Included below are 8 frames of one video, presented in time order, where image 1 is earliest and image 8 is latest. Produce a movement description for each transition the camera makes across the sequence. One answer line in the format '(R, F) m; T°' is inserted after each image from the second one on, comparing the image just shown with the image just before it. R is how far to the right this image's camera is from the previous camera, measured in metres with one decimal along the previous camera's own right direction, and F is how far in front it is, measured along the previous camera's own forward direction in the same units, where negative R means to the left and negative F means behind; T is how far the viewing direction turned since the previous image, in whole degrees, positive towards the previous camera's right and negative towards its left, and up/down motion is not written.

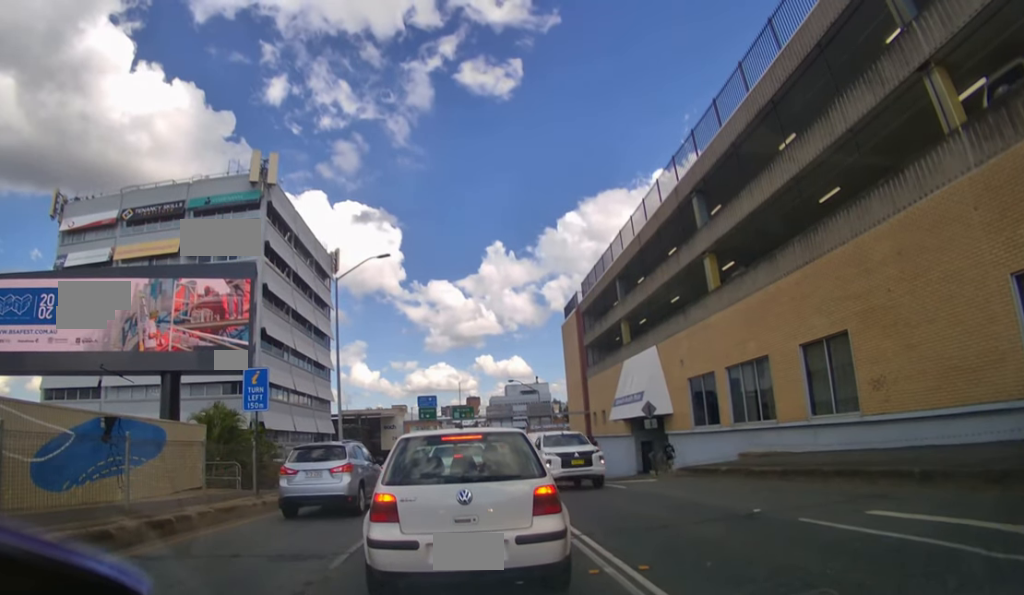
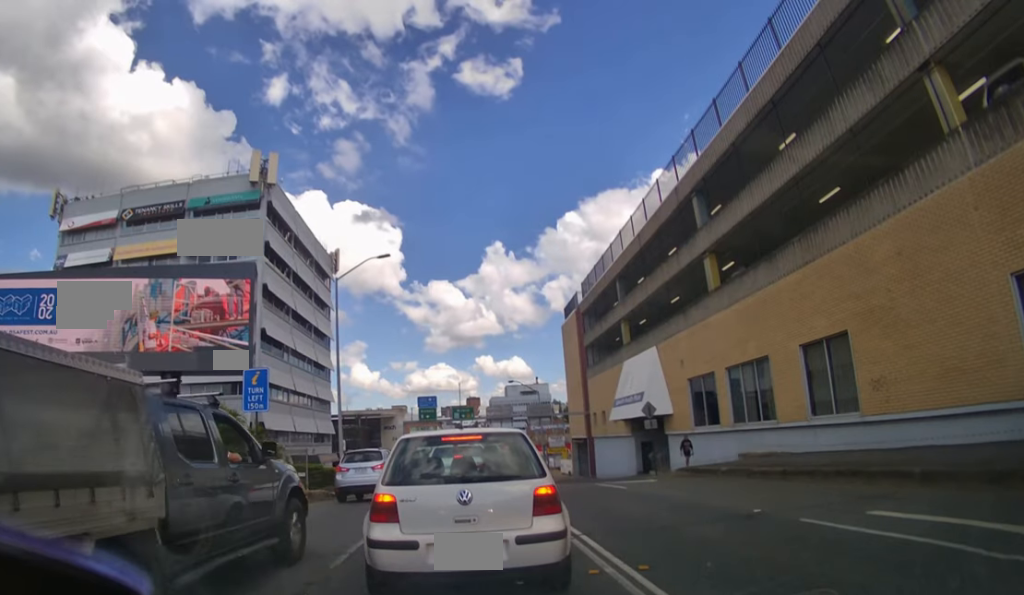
(0.0, 0.0) m; 0°
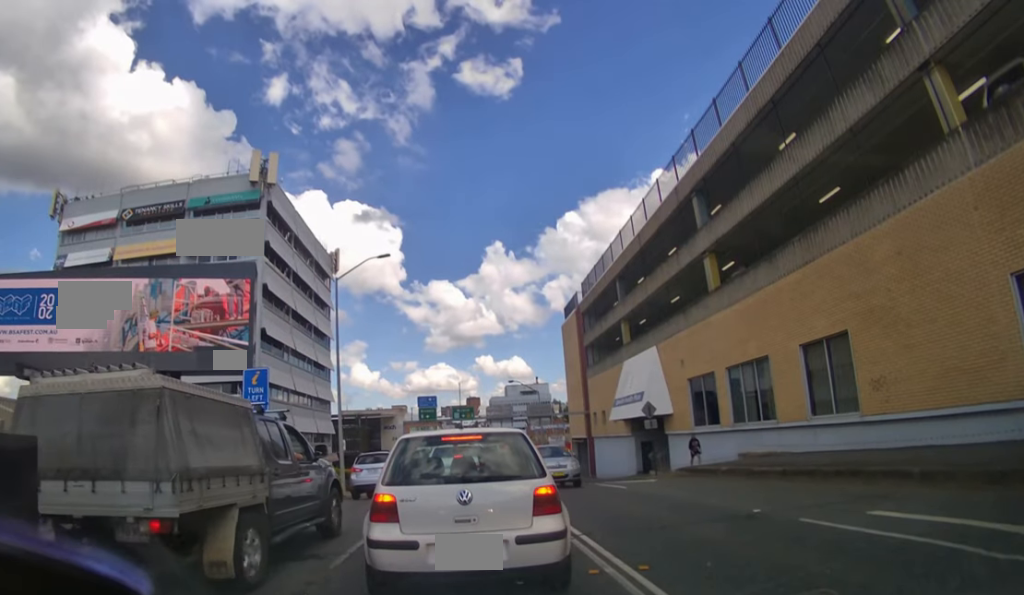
(0.0, 0.0) m; 0°
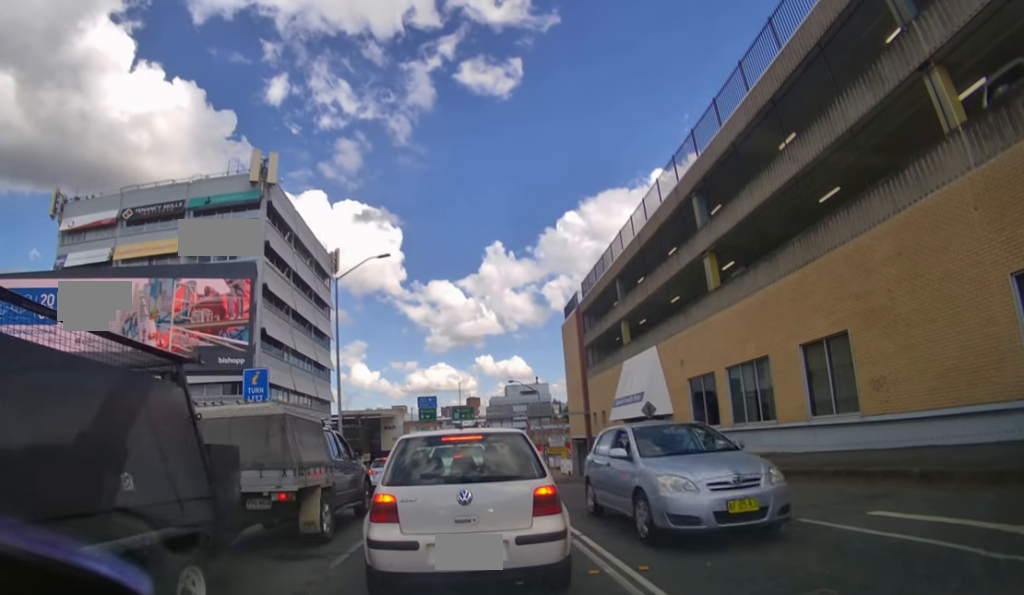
(0.0, 0.0) m; 0°
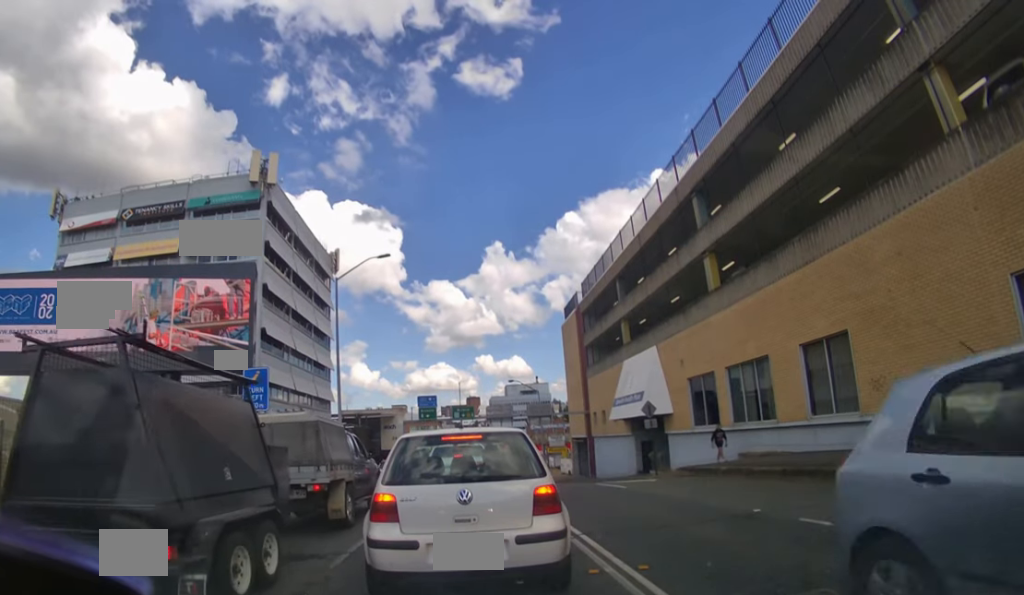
(0.0, 0.0) m; 0°
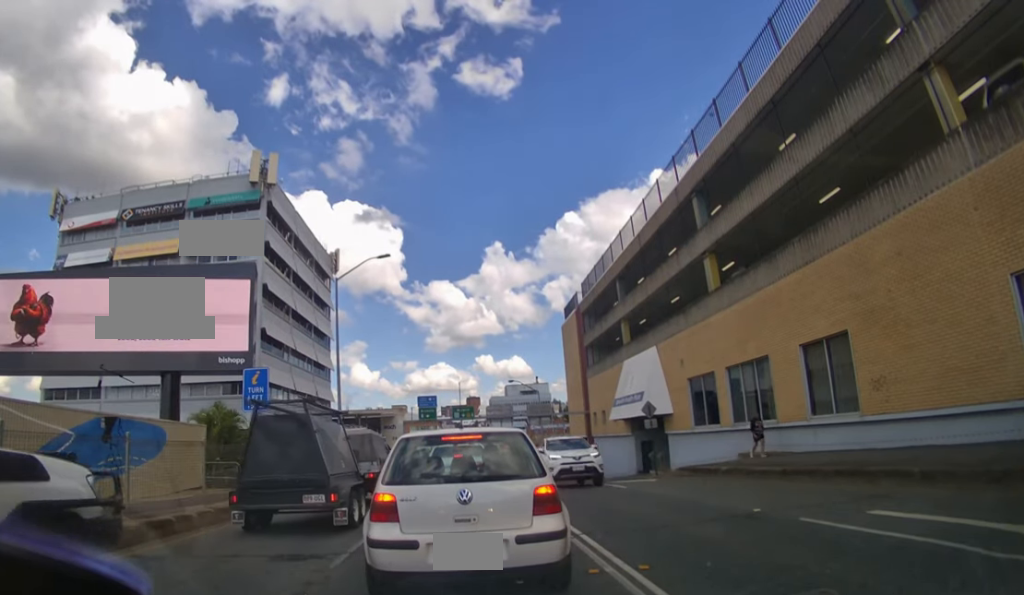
(0.0, 0.0) m; 0°
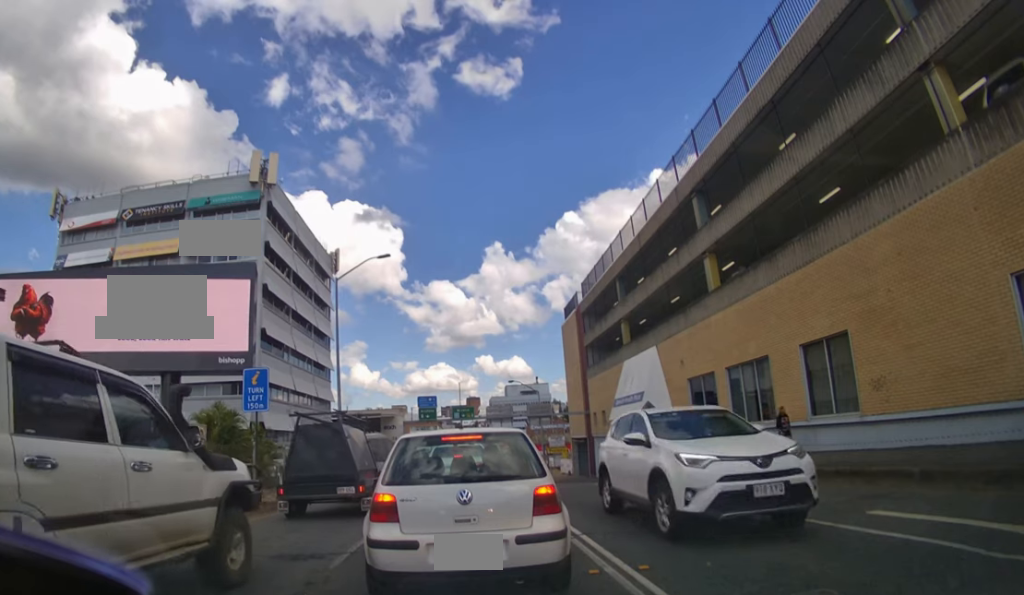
(0.0, 0.0) m; 0°
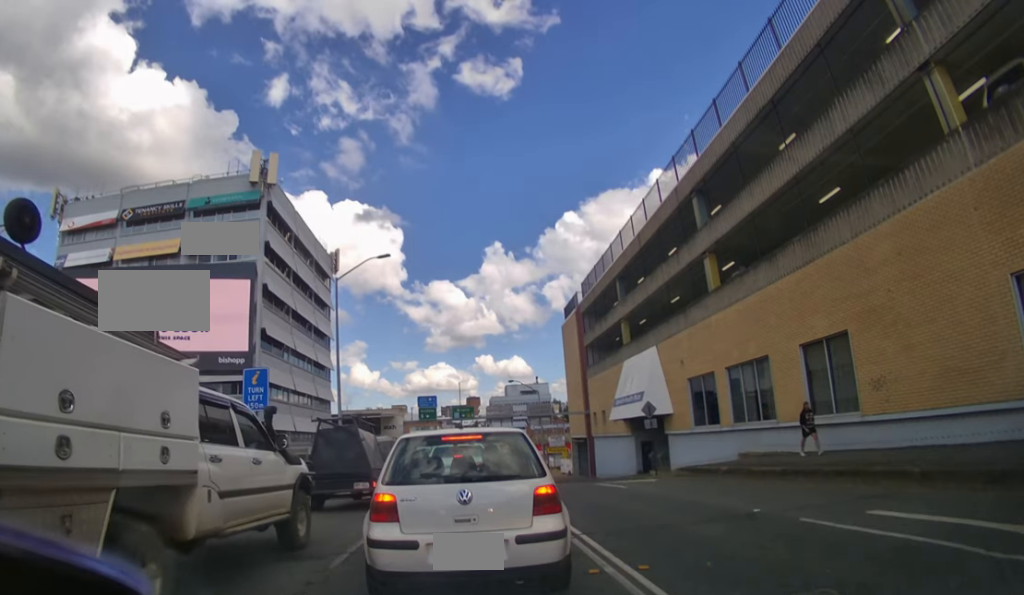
(0.0, 0.0) m; 0°
